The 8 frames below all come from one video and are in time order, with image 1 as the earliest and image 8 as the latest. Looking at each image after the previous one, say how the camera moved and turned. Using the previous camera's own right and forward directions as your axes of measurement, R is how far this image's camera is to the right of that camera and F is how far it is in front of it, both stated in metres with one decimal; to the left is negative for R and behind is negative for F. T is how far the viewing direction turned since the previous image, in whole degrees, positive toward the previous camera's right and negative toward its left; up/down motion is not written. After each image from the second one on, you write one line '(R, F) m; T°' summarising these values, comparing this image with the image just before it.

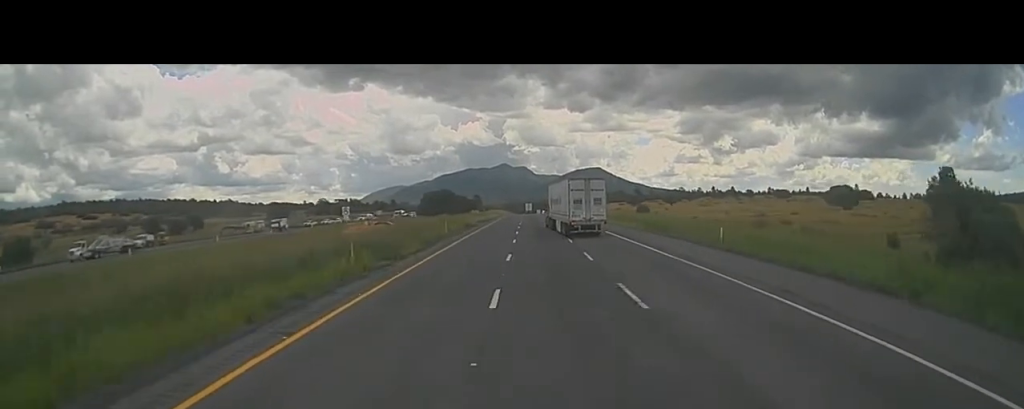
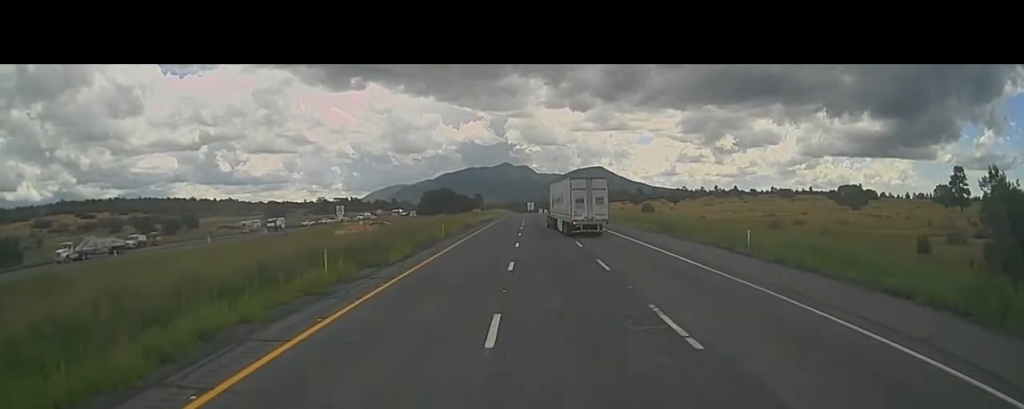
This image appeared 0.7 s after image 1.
(+0.1, +14.8) m; 0°
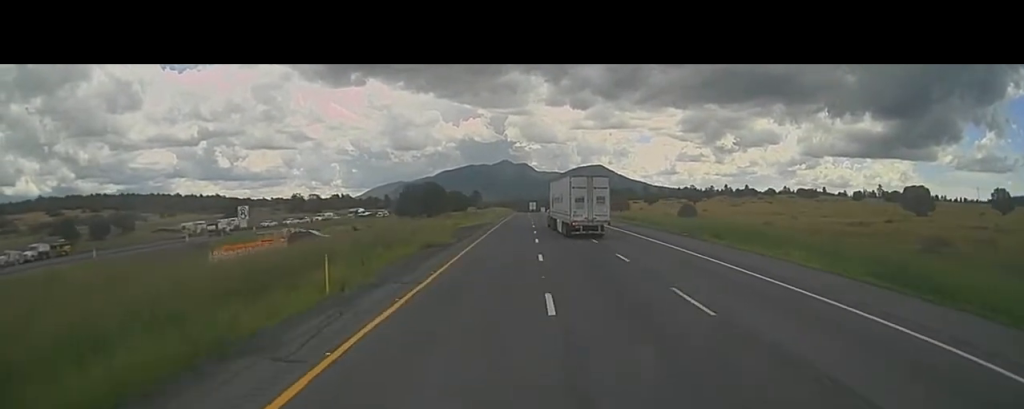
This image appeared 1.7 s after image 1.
(-0.1, +23.3) m; -1°
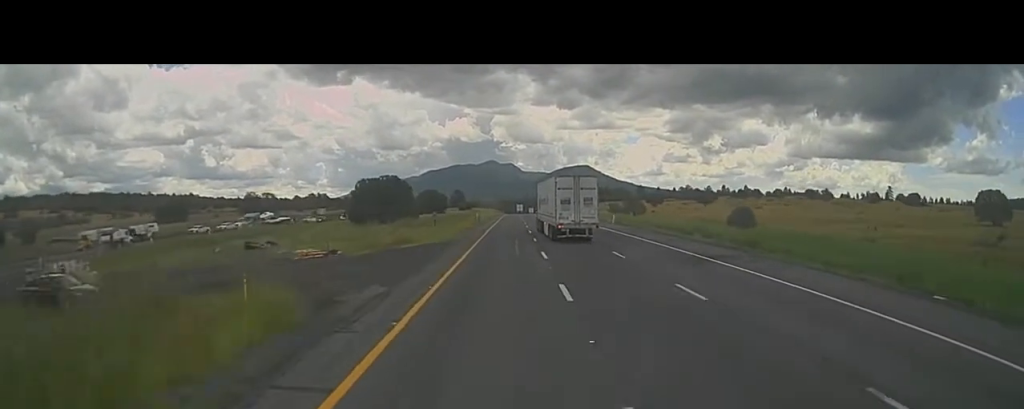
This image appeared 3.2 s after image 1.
(-0.2, +34.2) m; +1°
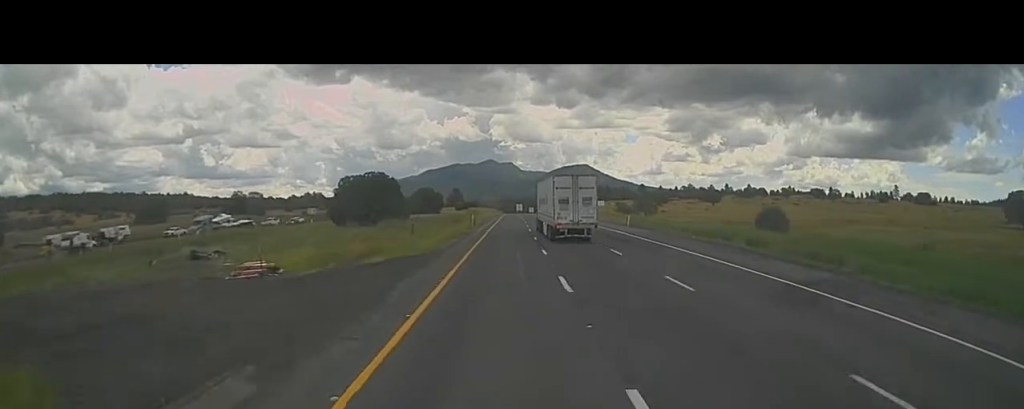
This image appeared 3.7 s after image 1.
(+0.1, +10.6) m; 0°
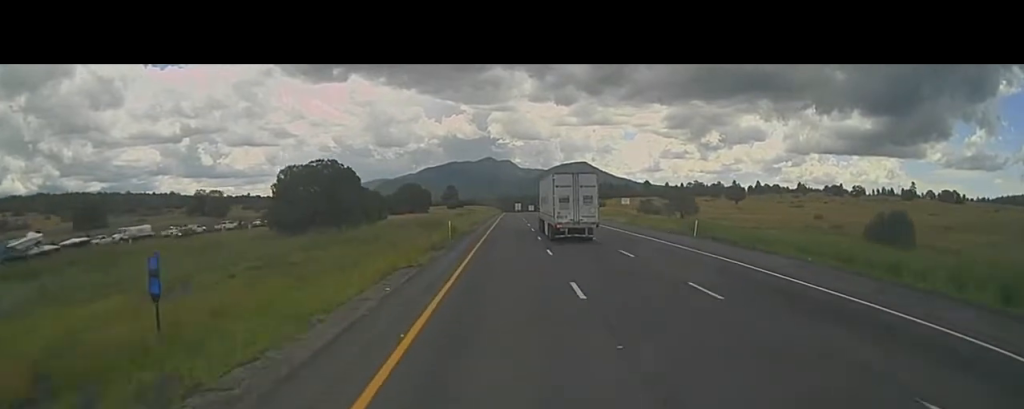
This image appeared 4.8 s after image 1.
(+0.1, +26.3) m; 0°
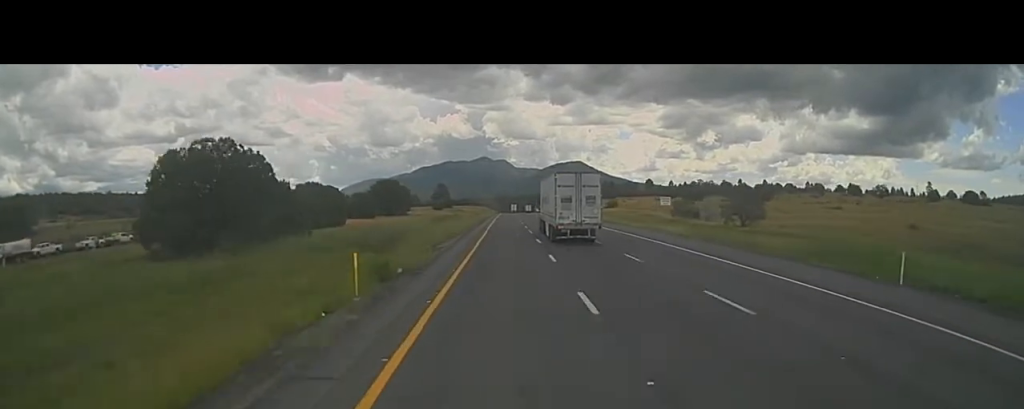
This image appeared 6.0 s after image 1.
(0.0, +26.5) m; +1°
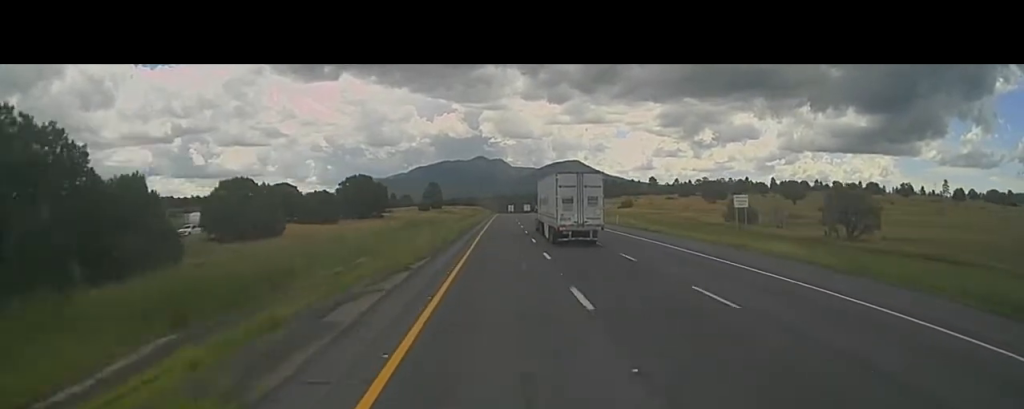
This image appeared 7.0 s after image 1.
(+0.2, +22.9) m; 0°
